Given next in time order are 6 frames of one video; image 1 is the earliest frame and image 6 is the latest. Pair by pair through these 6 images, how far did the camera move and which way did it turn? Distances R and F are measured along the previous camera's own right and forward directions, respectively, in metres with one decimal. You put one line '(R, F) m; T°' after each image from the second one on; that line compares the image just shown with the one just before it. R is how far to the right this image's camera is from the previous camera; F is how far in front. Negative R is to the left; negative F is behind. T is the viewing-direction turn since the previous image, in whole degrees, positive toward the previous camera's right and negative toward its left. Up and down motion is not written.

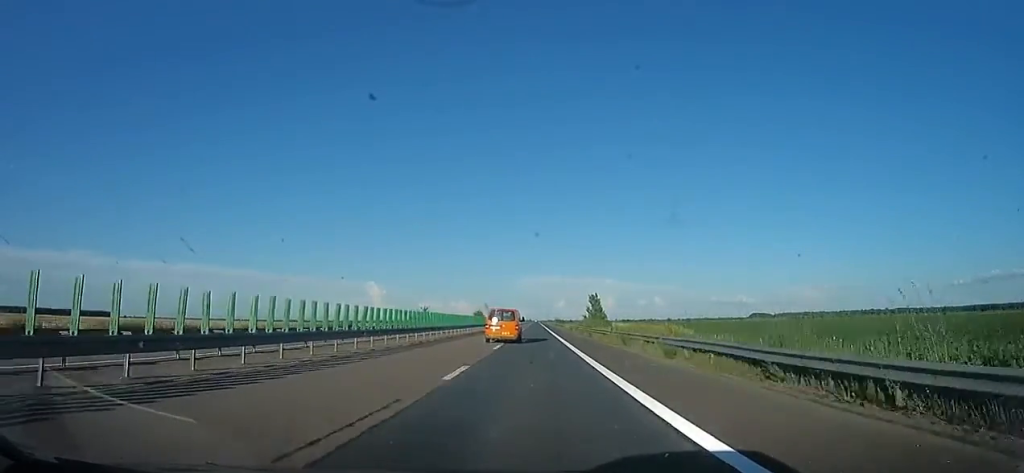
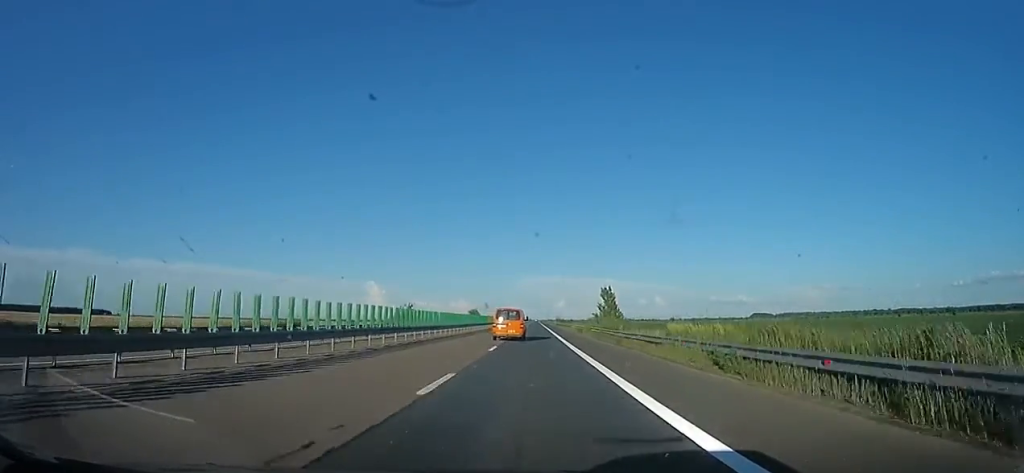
(0.0, +14.3) m; -1°
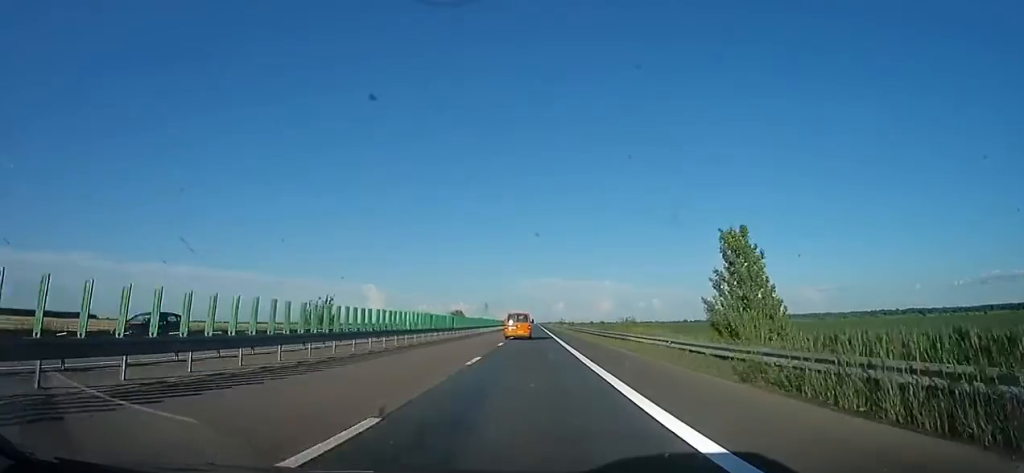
(-1.1, +41.8) m; -1°
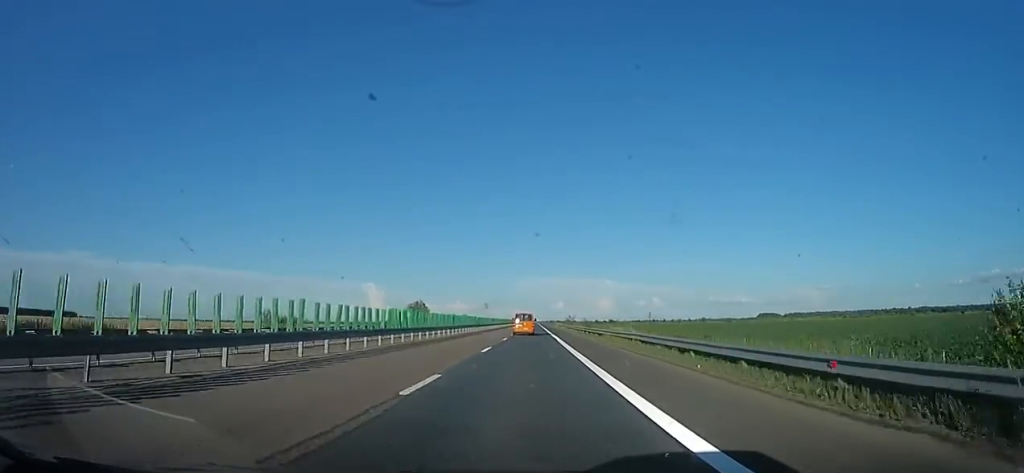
(+1.1, +54.8) m; +2°
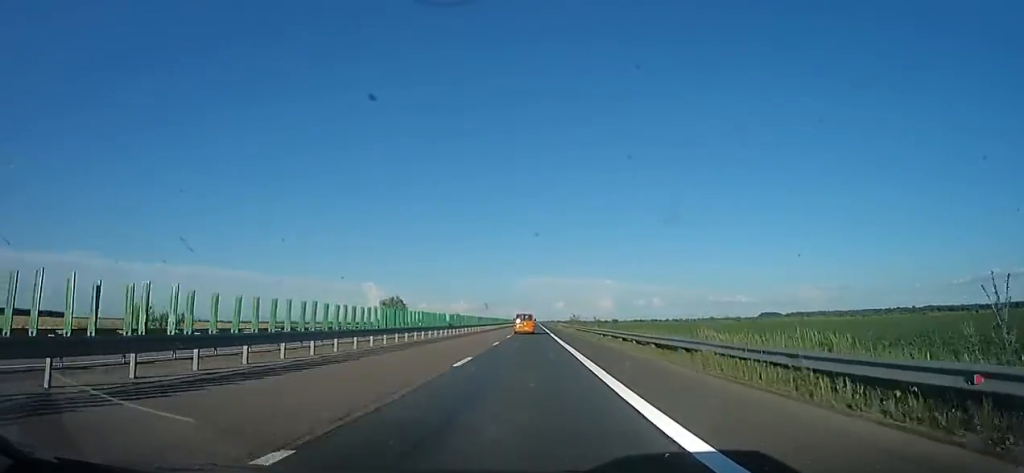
(0.0, +19.0) m; 0°
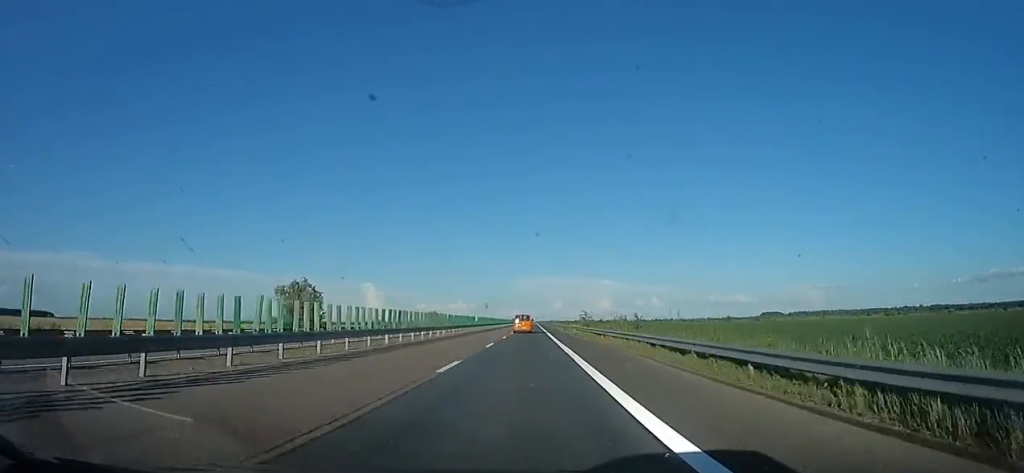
(0.0, +37.4) m; 0°
